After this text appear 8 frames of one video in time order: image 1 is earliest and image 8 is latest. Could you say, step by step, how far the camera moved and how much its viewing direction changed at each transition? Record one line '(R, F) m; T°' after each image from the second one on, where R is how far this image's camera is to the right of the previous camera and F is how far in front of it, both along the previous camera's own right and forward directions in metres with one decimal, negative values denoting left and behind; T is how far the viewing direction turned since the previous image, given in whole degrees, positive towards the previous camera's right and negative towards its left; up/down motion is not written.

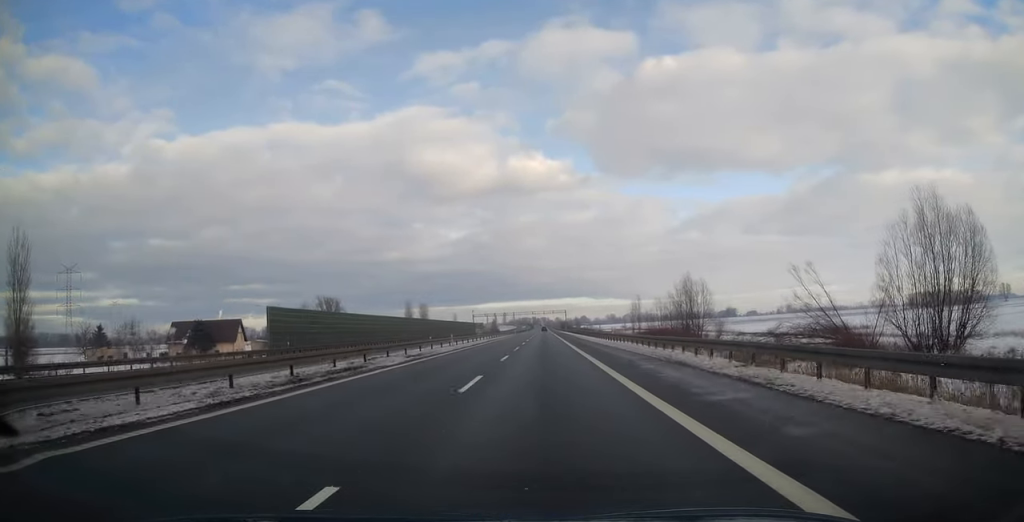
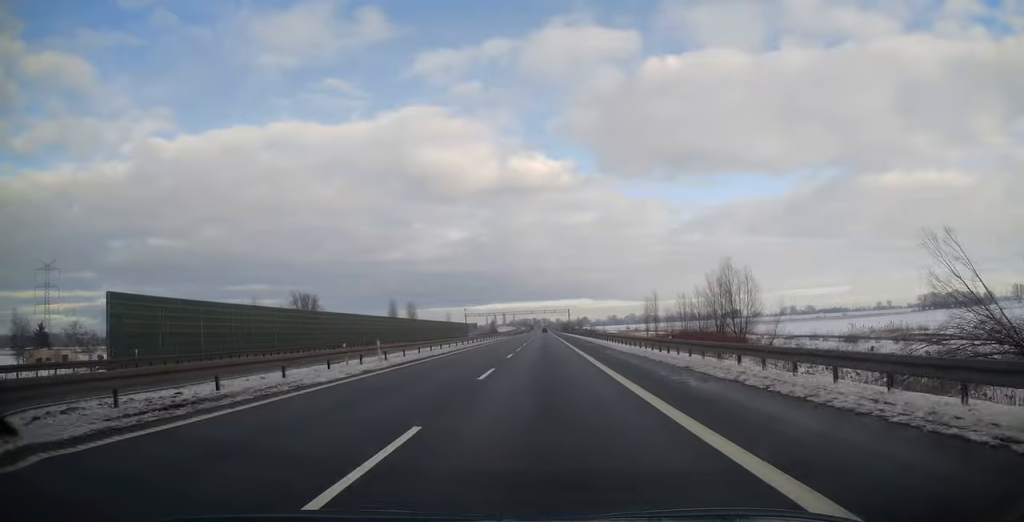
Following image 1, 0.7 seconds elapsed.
(+0.1, +20.7) m; 0°
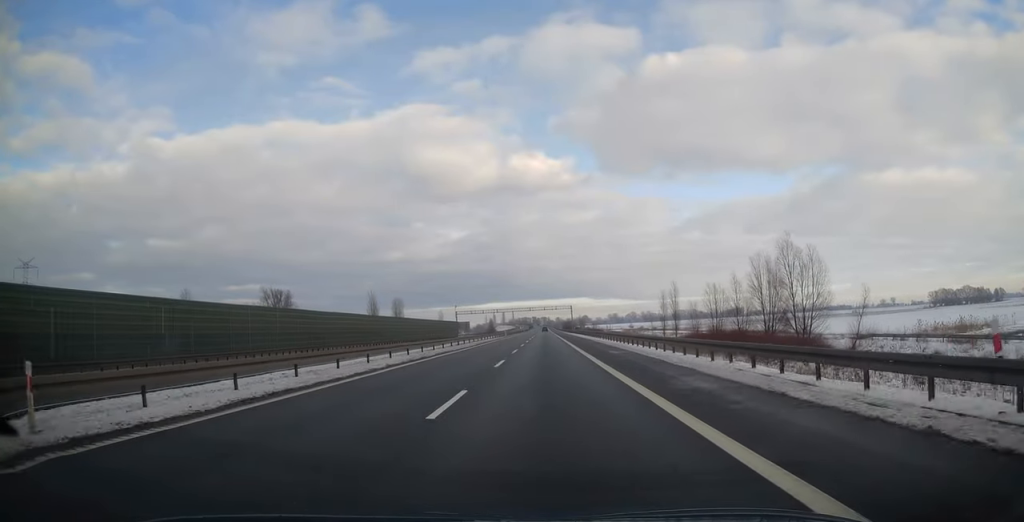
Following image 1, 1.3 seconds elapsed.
(-0.2, +19.1) m; 0°
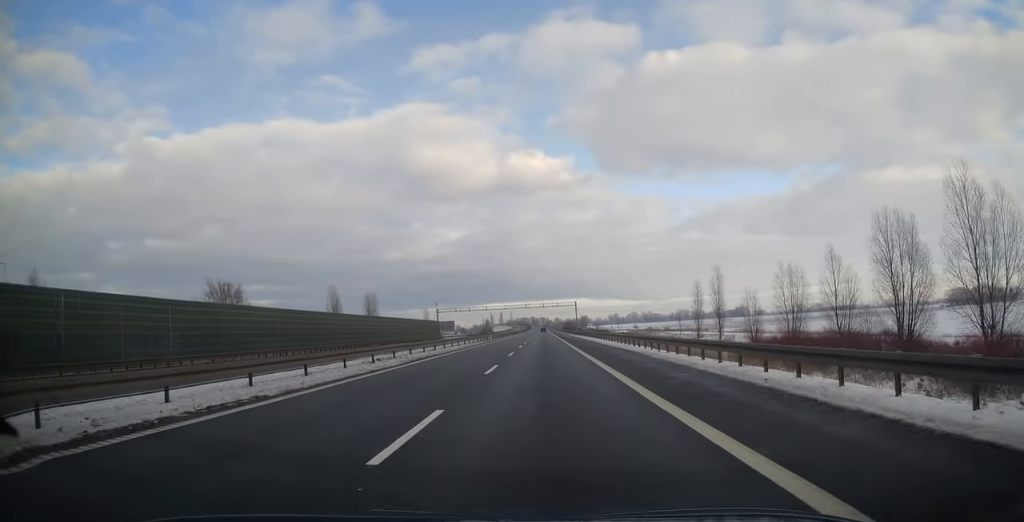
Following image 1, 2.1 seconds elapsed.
(-0.1, +27.0) m; 0°
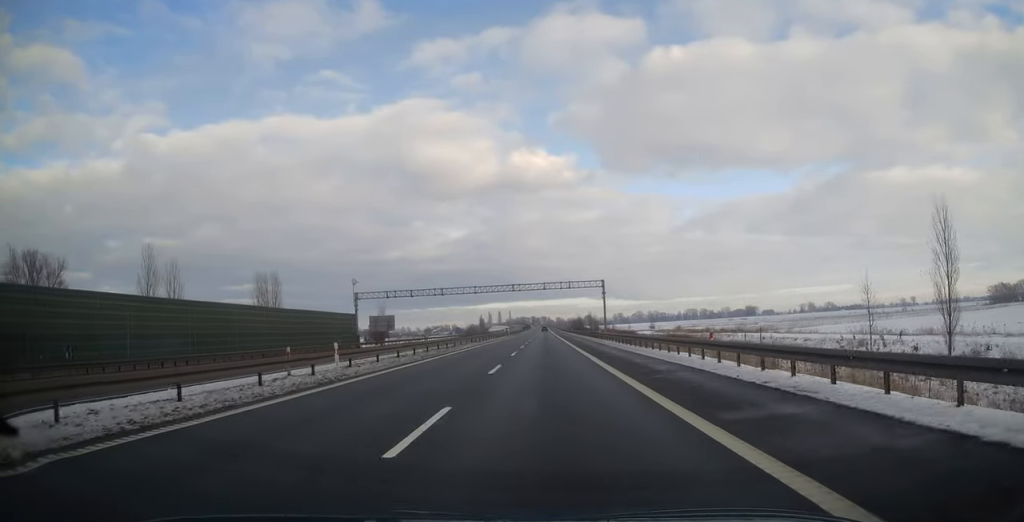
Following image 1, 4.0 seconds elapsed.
(+0.5, +59.3) m; +1°
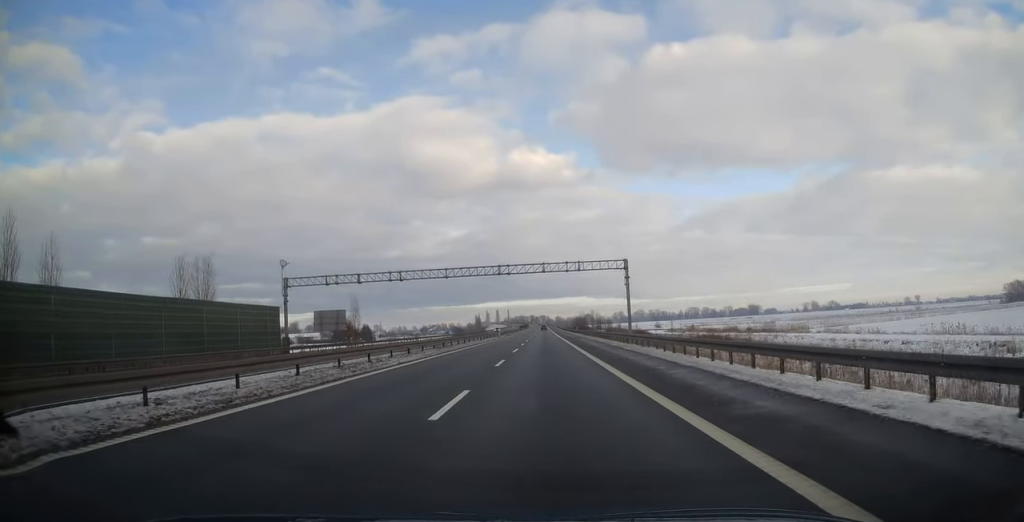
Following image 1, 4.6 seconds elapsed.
(0.0, +21.2) m; 0°
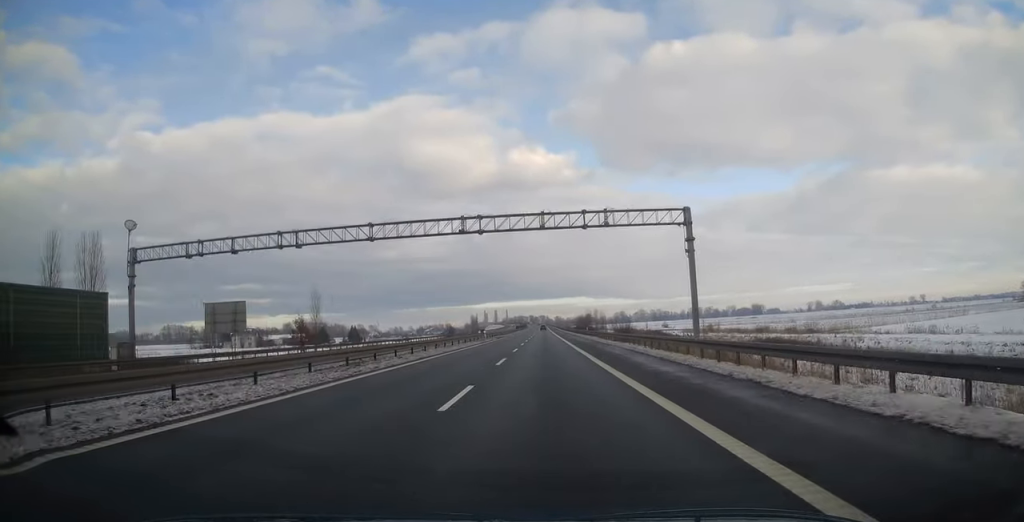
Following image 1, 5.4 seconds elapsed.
(0.0, +22.8) m; 0°
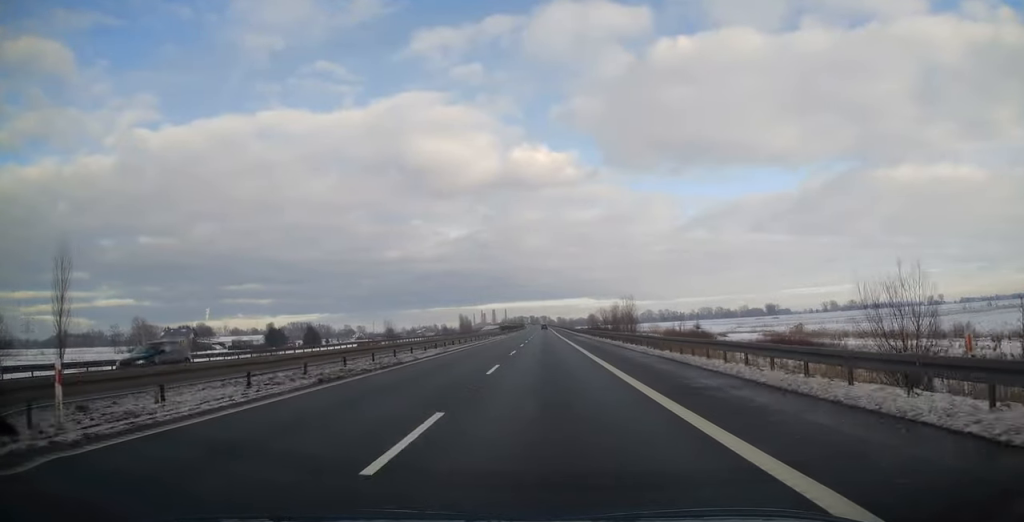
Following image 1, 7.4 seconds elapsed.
(-0.6, +64.2) m; -1°
